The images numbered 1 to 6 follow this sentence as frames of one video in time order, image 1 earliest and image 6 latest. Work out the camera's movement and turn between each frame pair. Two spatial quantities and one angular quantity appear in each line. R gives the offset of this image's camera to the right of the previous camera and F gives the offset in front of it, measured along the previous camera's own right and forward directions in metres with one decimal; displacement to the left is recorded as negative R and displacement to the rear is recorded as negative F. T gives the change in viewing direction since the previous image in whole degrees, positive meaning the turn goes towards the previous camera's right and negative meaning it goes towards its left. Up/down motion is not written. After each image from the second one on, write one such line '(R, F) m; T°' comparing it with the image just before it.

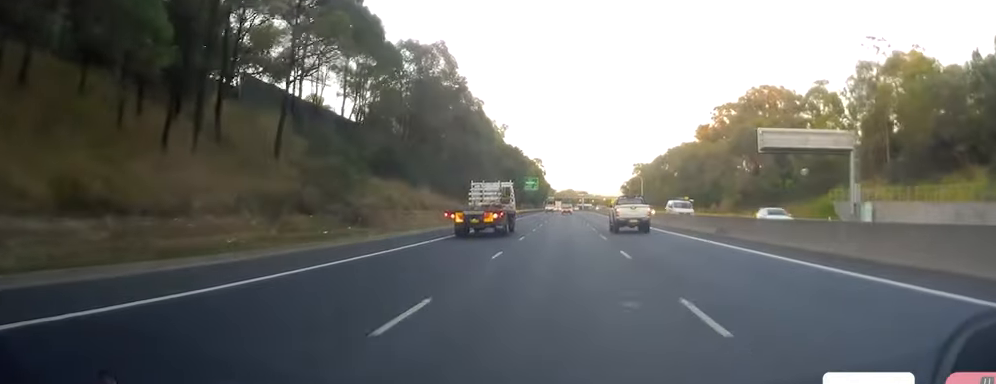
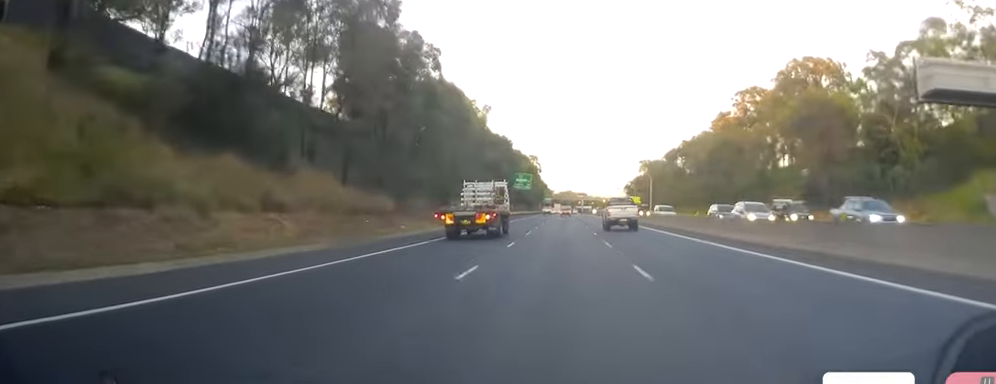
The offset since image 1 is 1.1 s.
(-0.4, +29.3) m; +1°
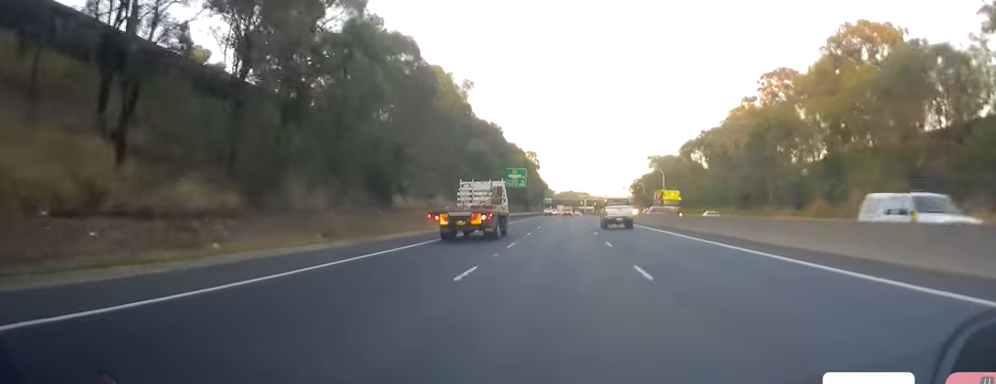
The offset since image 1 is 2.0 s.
(+0.9, +23.9) m; +1°
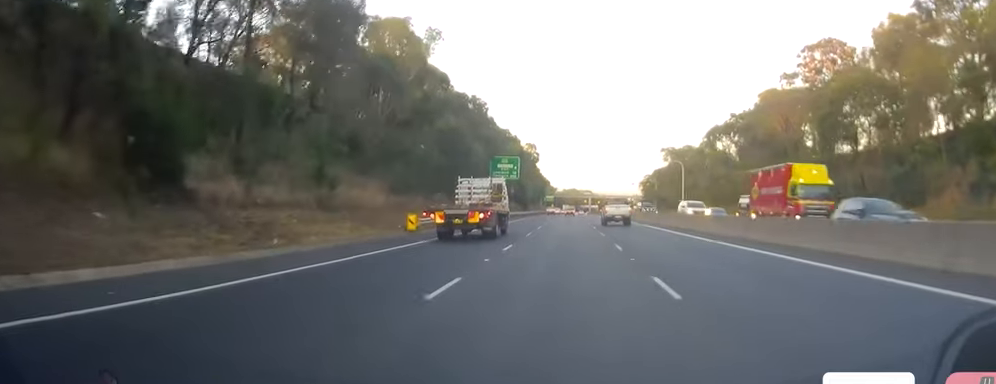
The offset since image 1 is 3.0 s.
(-0.4, +26.7) m; -1°
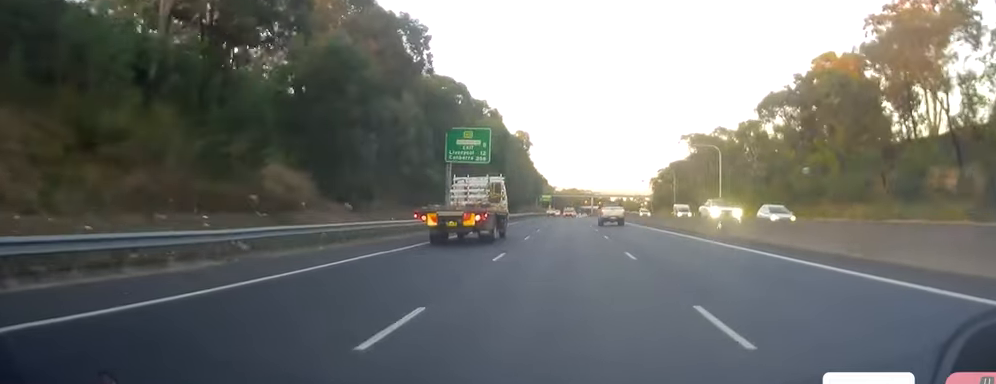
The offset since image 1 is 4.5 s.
(-0.5, +39.1) m; -1°
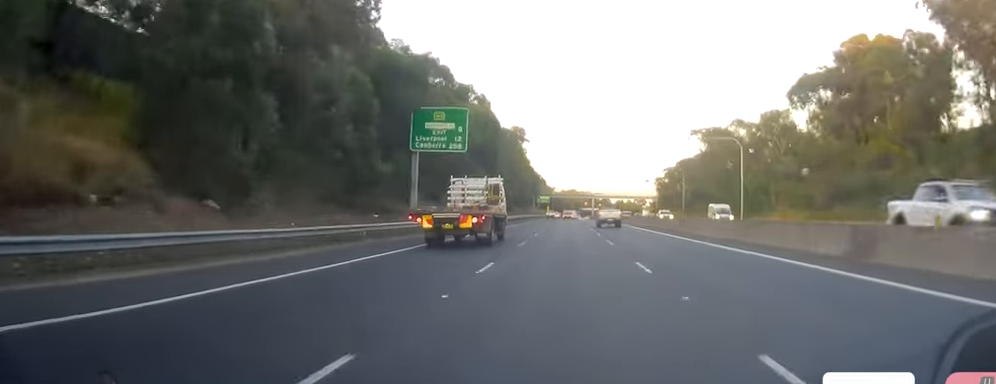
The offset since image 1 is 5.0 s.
(-0.2, +15.1) m; 0°
